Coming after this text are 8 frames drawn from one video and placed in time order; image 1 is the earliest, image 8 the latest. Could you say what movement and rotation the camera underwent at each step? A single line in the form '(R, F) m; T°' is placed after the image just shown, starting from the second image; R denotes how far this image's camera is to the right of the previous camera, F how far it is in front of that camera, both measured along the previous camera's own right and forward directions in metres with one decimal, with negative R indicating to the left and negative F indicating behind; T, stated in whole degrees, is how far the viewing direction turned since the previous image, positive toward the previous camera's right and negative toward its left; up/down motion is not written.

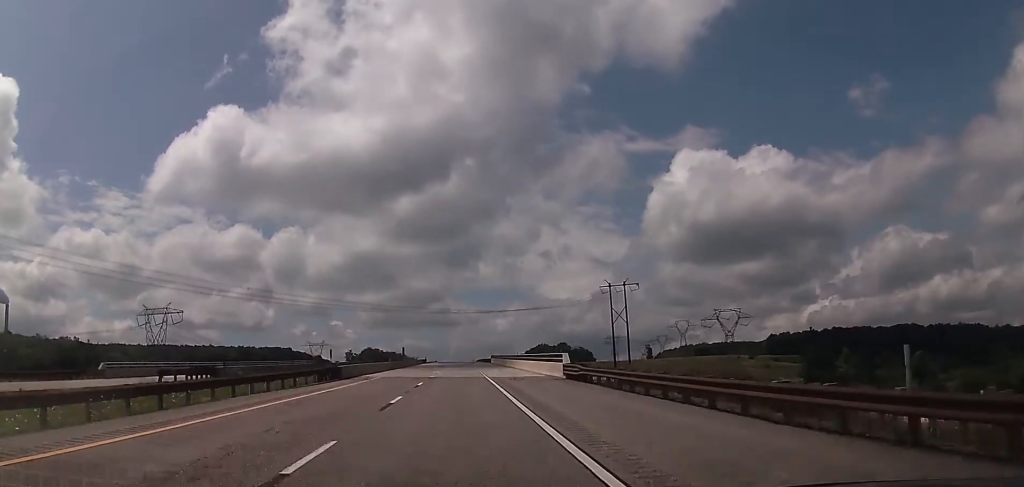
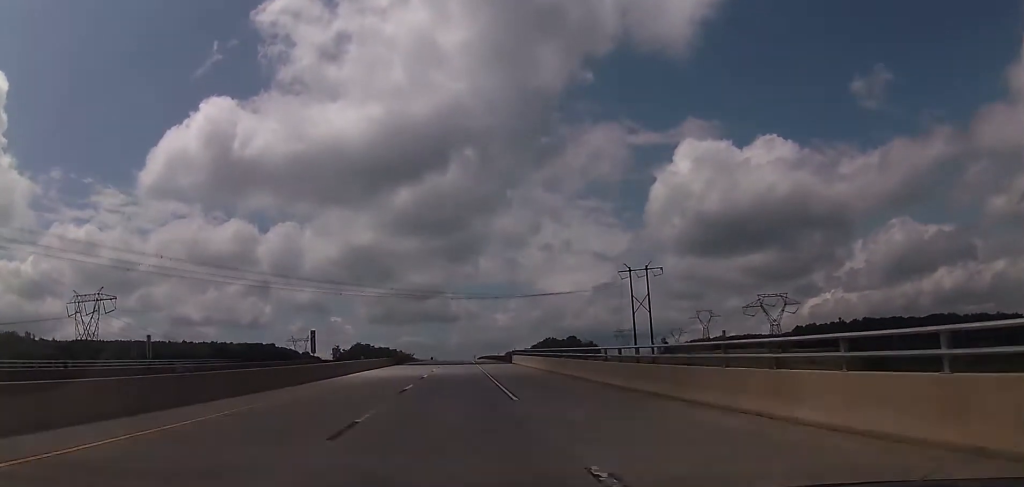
(+0.3, +54.6) m; +1°
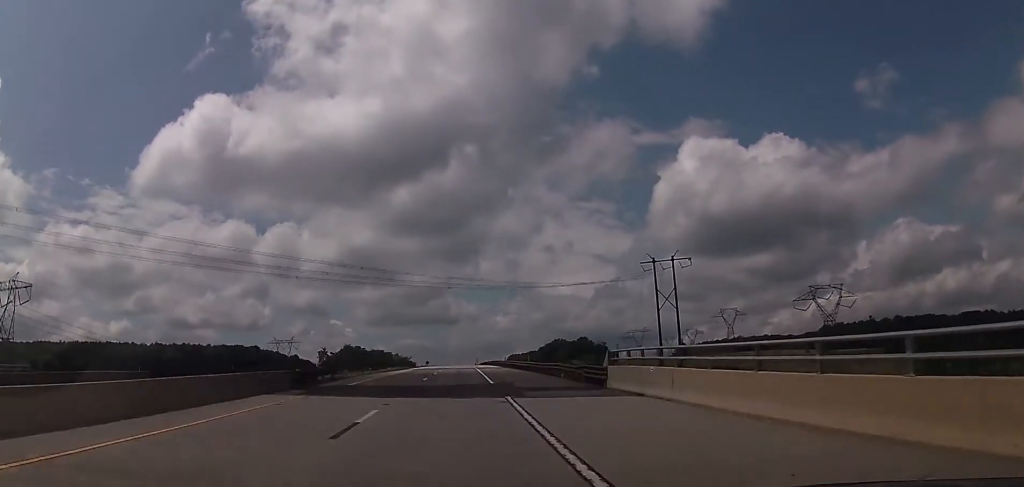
(0.0, +48.0) m; -1°
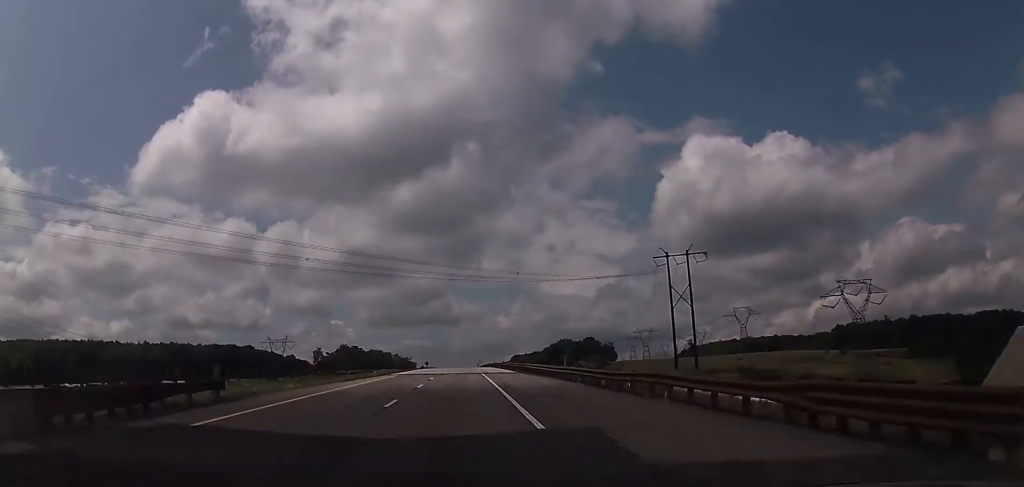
(-0.1, +19.7) m; 0°
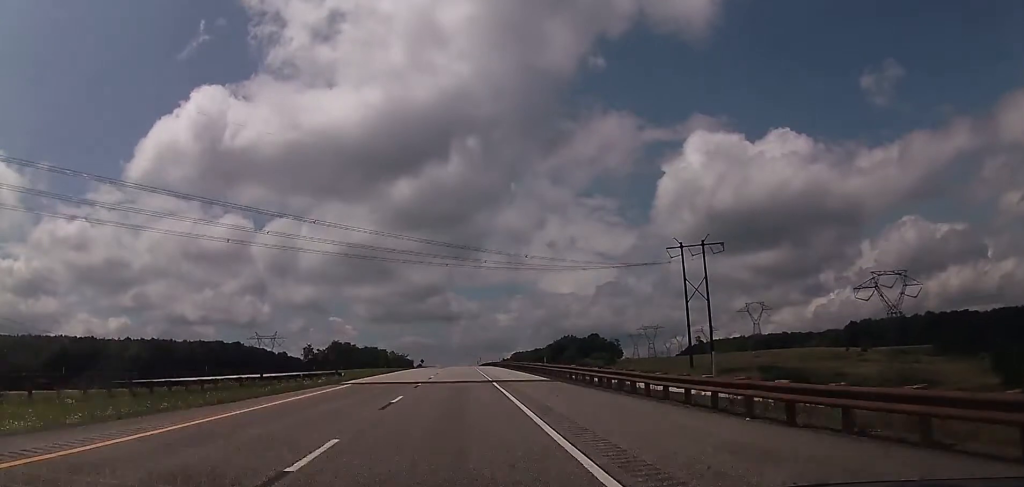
(-0.1, +22.9) m; +1°
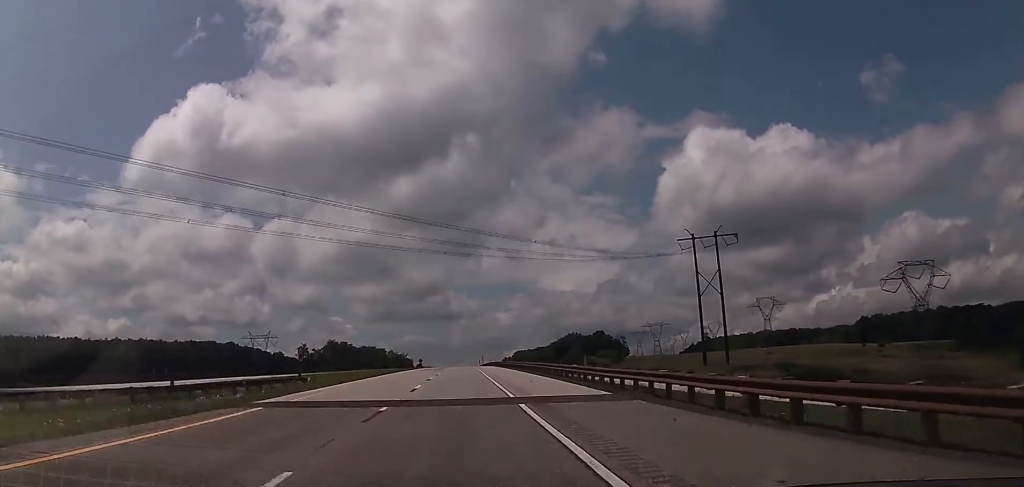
(+0.3, +15.3) m; 0°
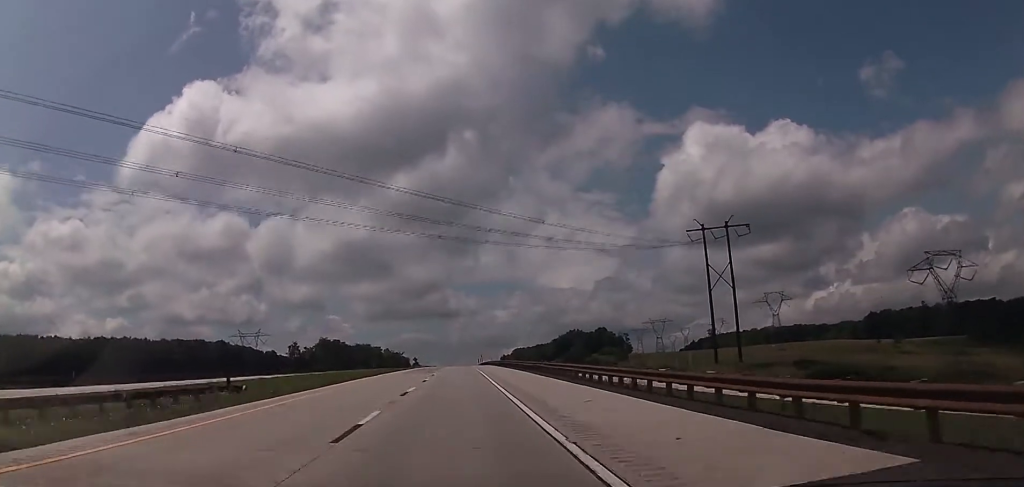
(+0.3, +15.3) m; 0°
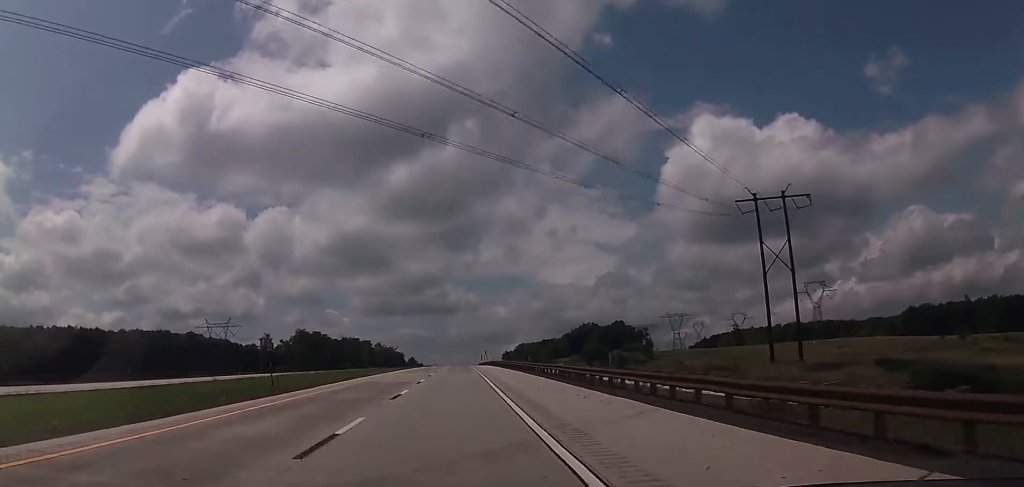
(-0.8, +50.2) m; -1°
